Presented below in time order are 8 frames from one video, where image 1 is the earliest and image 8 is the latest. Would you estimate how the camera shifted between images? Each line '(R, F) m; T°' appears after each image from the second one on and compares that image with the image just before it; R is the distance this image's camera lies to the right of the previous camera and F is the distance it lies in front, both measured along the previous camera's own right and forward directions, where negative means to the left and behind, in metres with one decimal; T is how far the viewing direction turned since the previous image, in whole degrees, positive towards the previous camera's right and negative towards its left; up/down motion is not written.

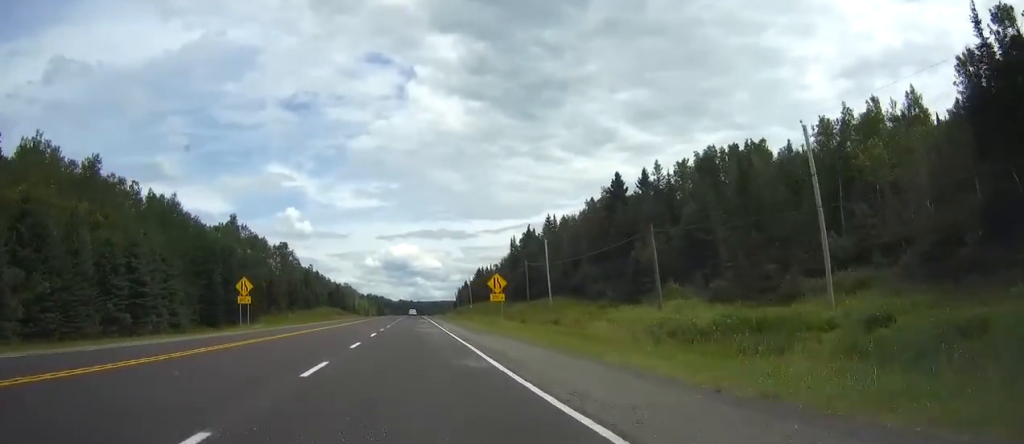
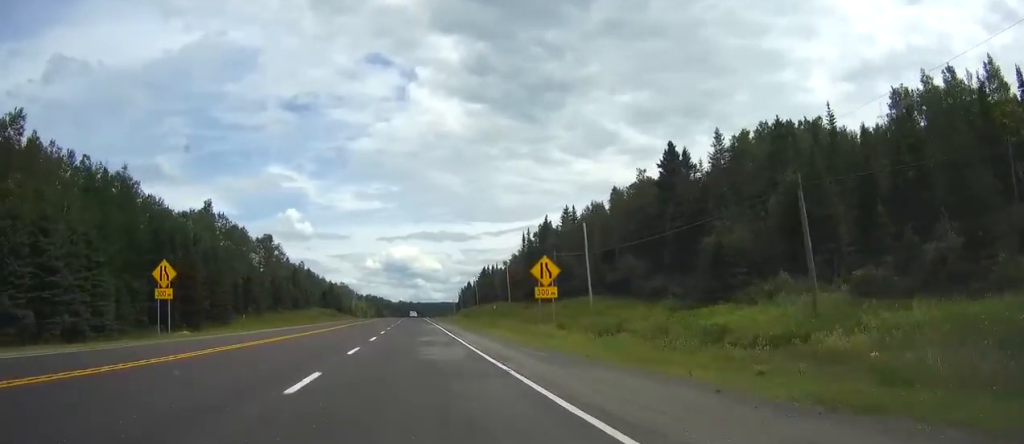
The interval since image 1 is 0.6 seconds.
(0.0, +20.1) m; 0°
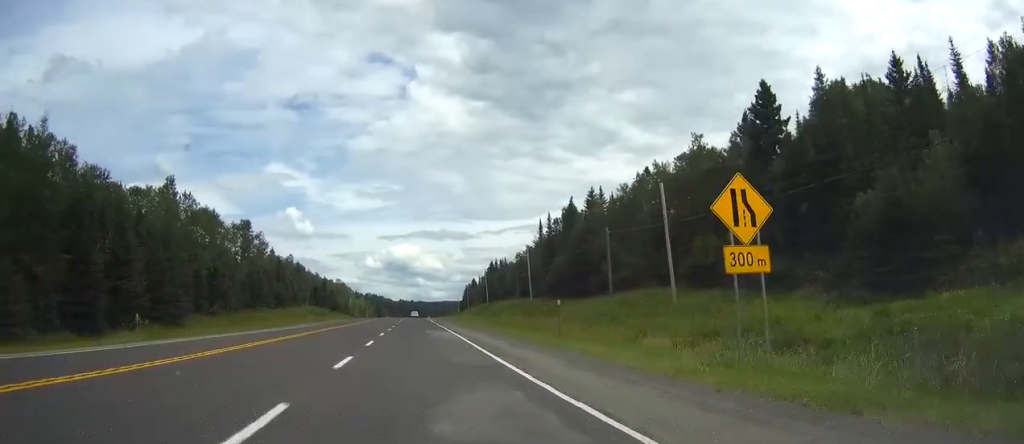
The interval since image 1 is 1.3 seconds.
(-0.1, +22.1) m; 0°
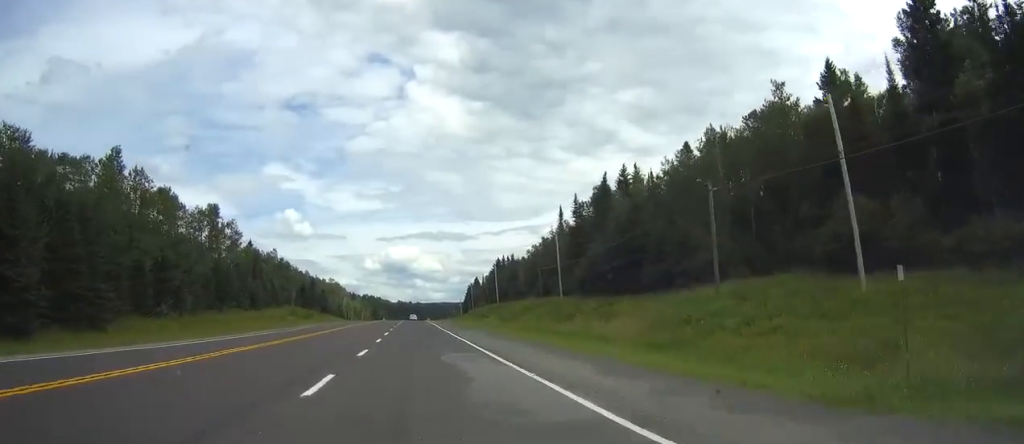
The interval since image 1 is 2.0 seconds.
(+0.1, +22.1) m; 0°
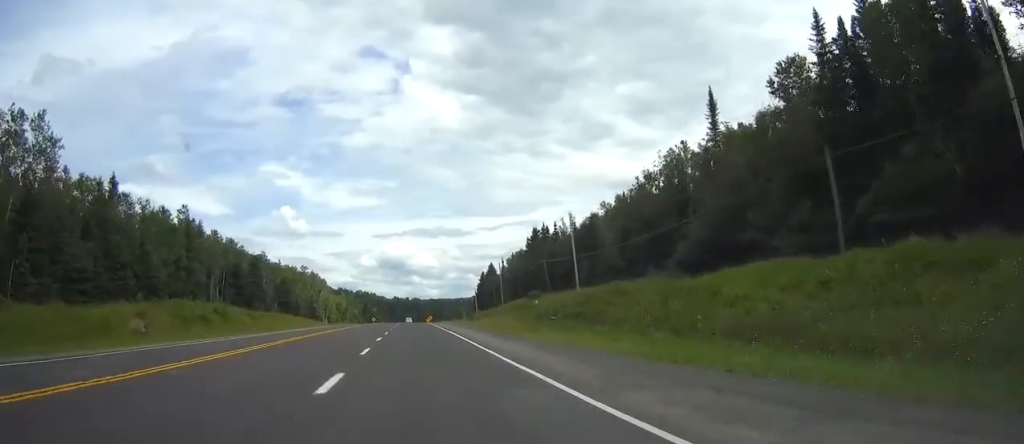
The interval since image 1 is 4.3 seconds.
(+0.2, +70.1) m; 0°
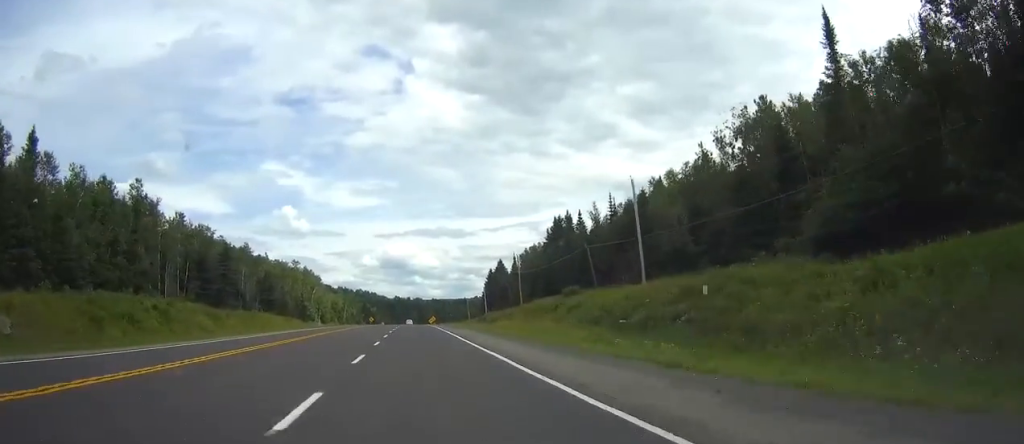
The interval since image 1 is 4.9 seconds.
(0.0, +20.8) m; 0°
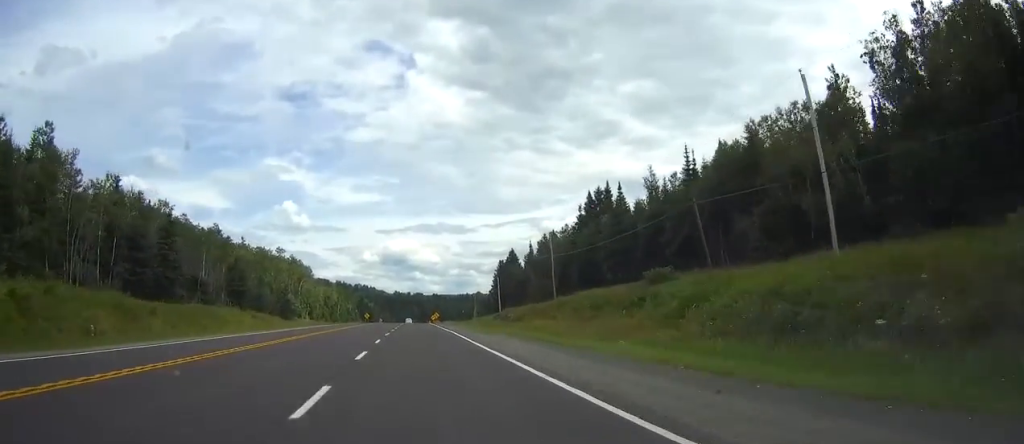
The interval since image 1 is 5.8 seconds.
(0.0, +25.9) m; 0°
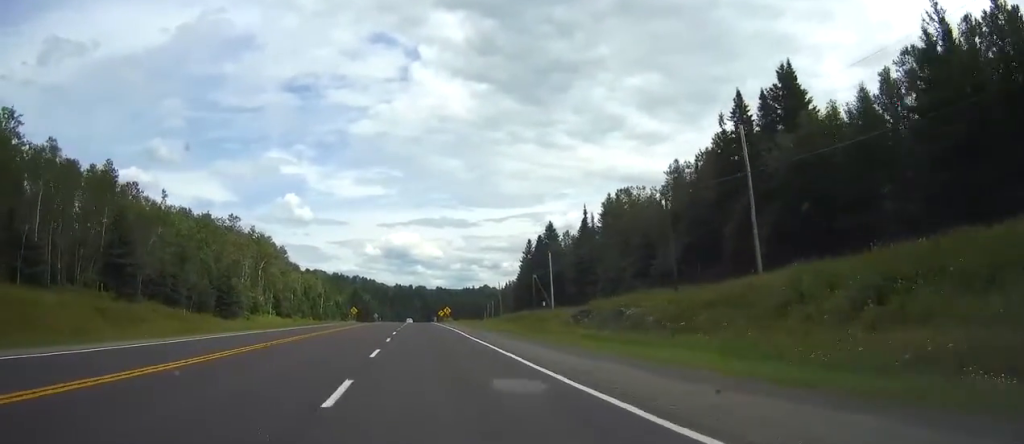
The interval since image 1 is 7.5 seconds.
(0.0, +52.4) m; 0°
